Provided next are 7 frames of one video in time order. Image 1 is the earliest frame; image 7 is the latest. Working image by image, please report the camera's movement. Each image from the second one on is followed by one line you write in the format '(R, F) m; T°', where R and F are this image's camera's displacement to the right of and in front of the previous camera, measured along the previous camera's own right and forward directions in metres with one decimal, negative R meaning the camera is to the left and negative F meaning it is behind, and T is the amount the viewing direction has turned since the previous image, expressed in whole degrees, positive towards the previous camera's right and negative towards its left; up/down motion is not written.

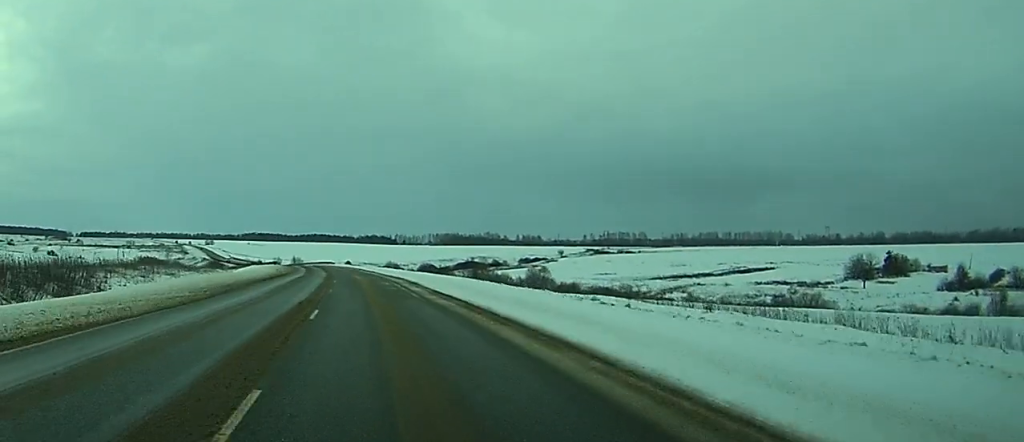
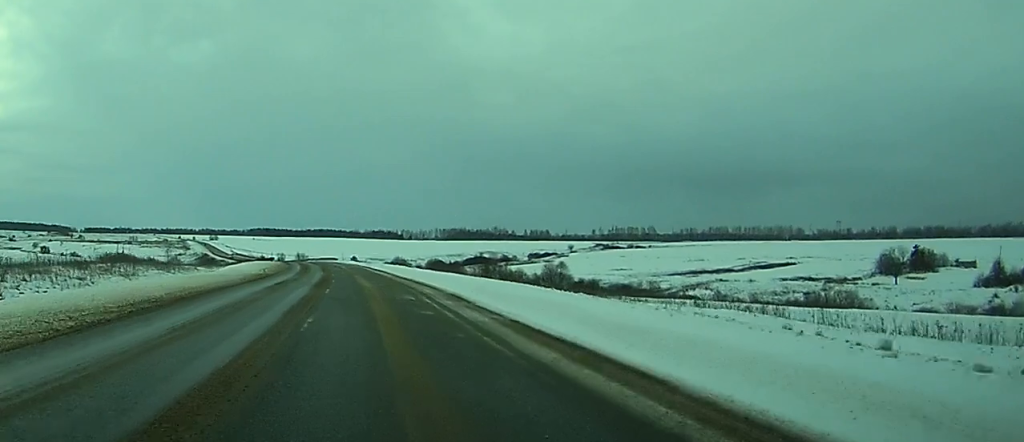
(0.0, +14.9) m; 0°
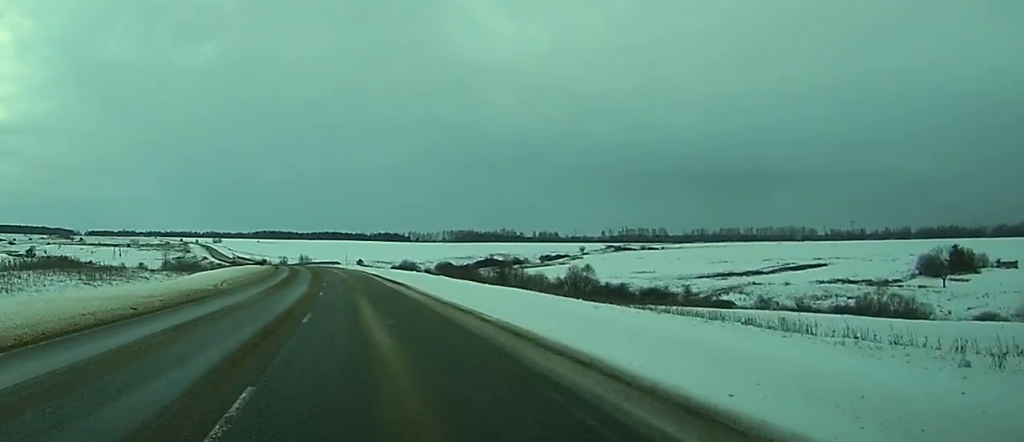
(0.0, +21.5) m; 0°
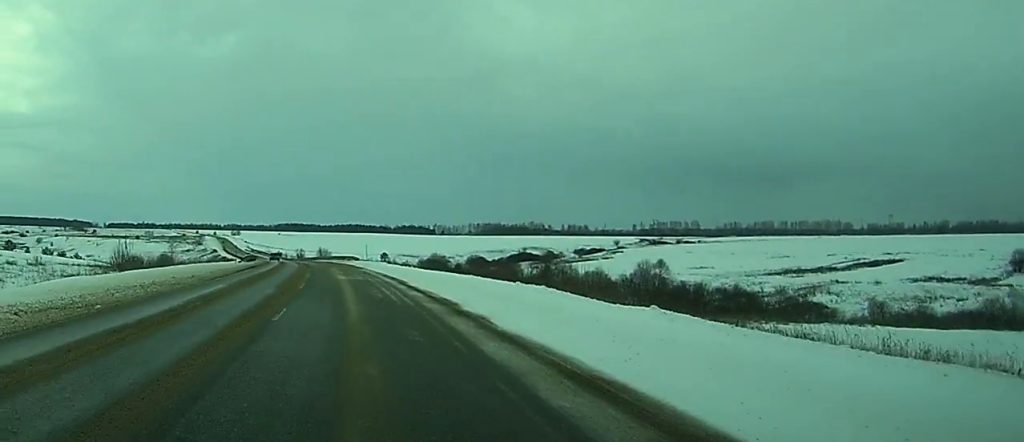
(-0.4, +39.1) m; -1°
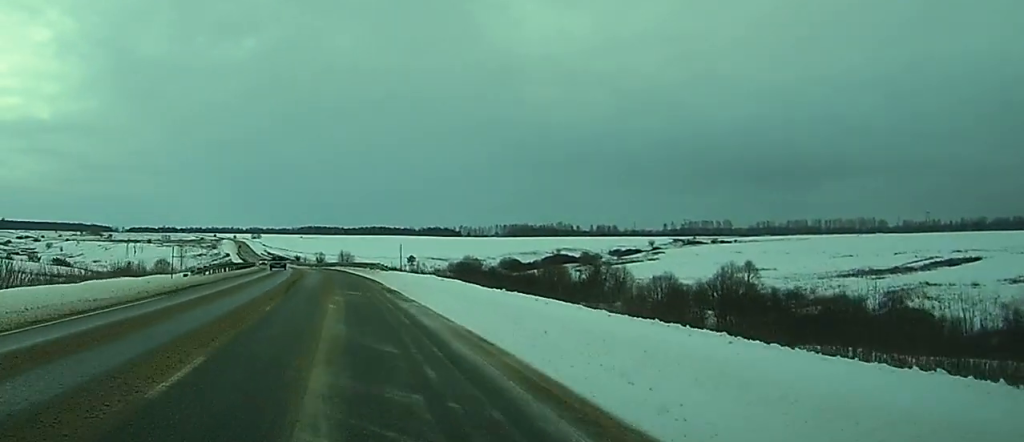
(-0.3, +32.4) m; -1°
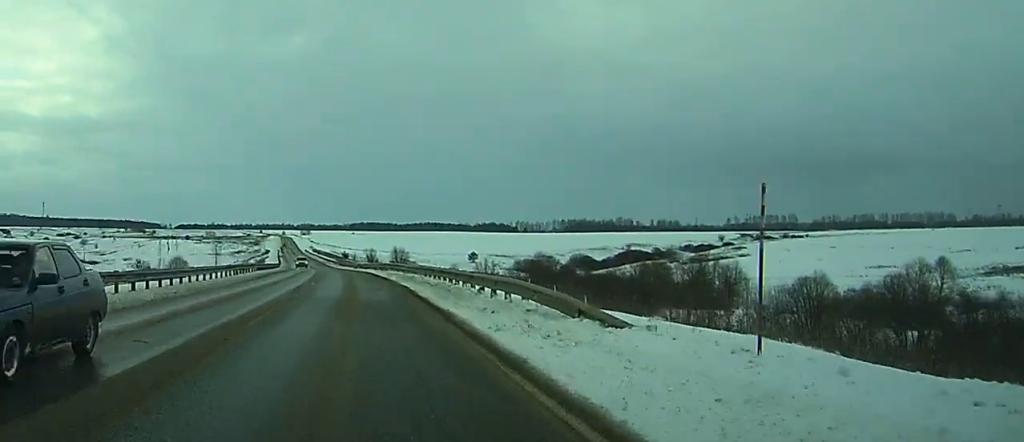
(-0.6, +42.0) m; -2°
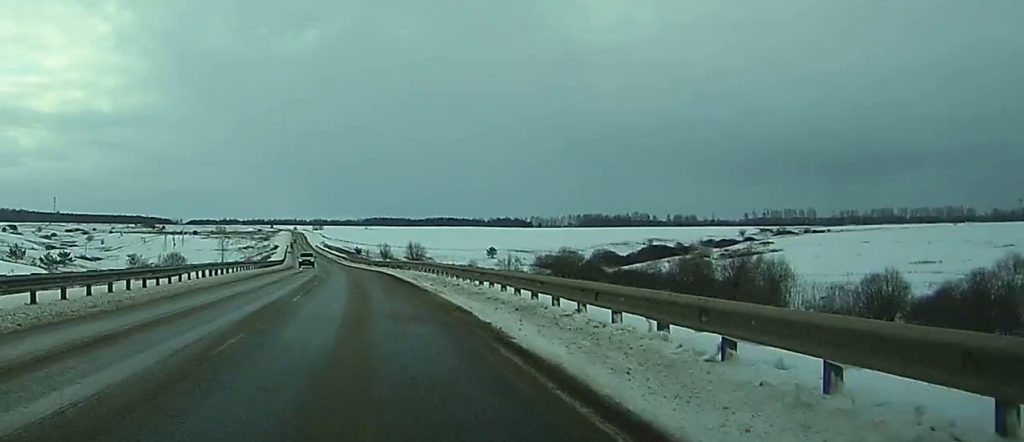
(-0.1, +16.3) m; -1°
